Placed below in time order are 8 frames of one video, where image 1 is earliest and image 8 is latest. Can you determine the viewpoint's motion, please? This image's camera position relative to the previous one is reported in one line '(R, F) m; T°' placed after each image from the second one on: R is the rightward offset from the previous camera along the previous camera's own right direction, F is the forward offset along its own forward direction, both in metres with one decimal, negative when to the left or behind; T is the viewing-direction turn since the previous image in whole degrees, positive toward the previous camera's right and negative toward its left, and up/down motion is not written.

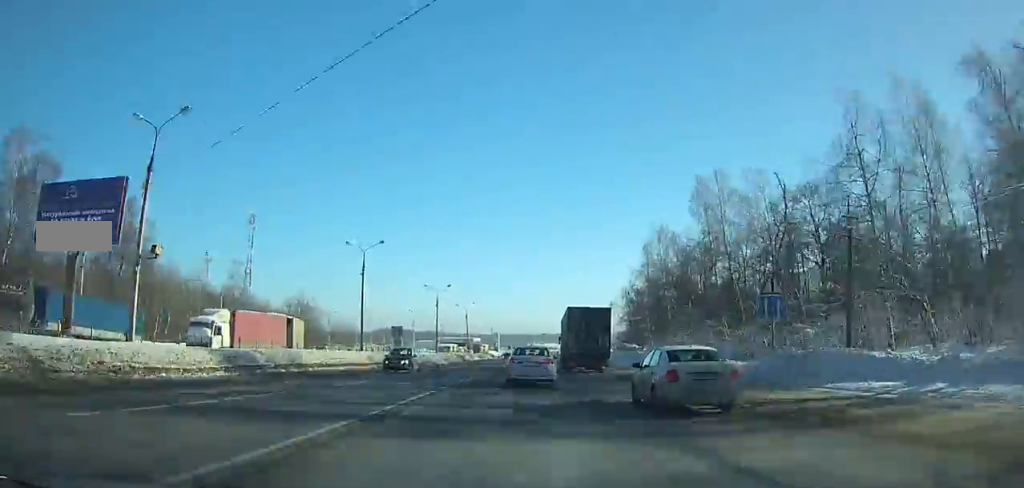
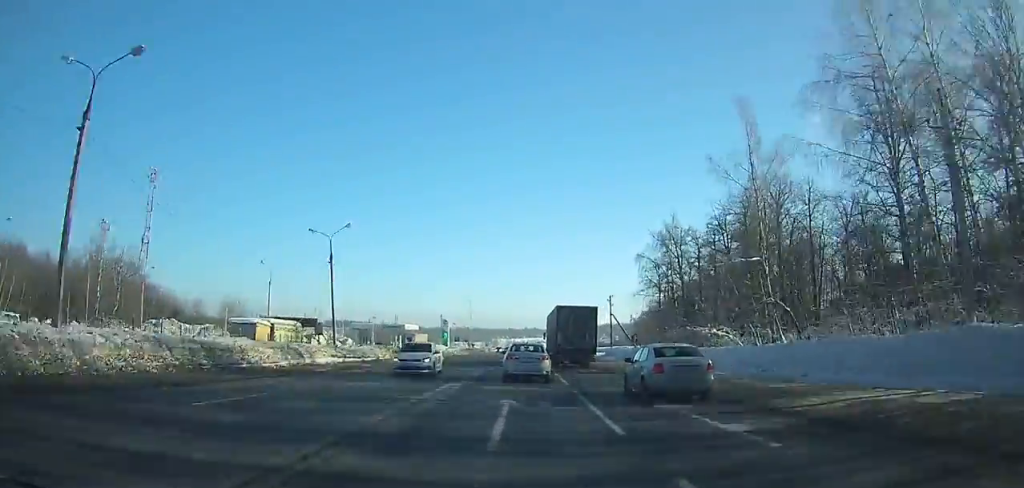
(+2.9, +61.7) m; +2°
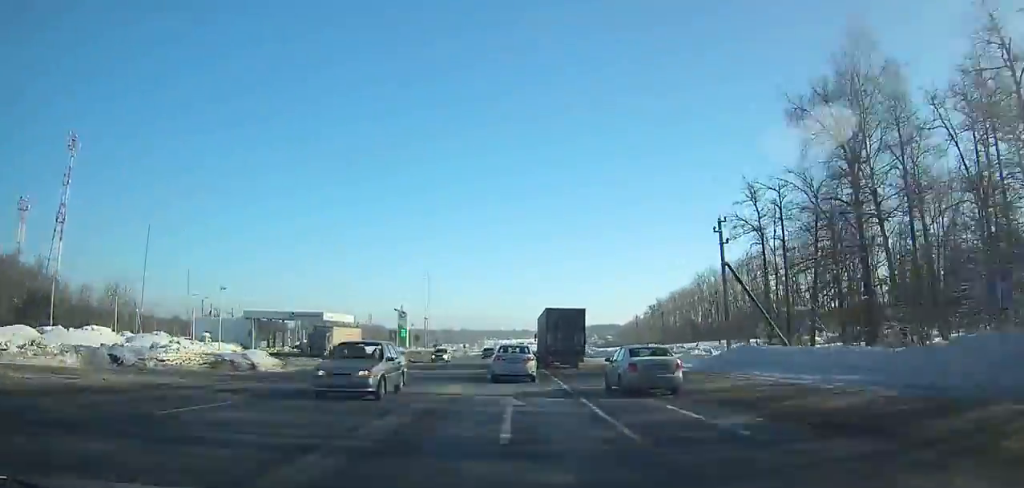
(-0.1, +49.7) m; 0°
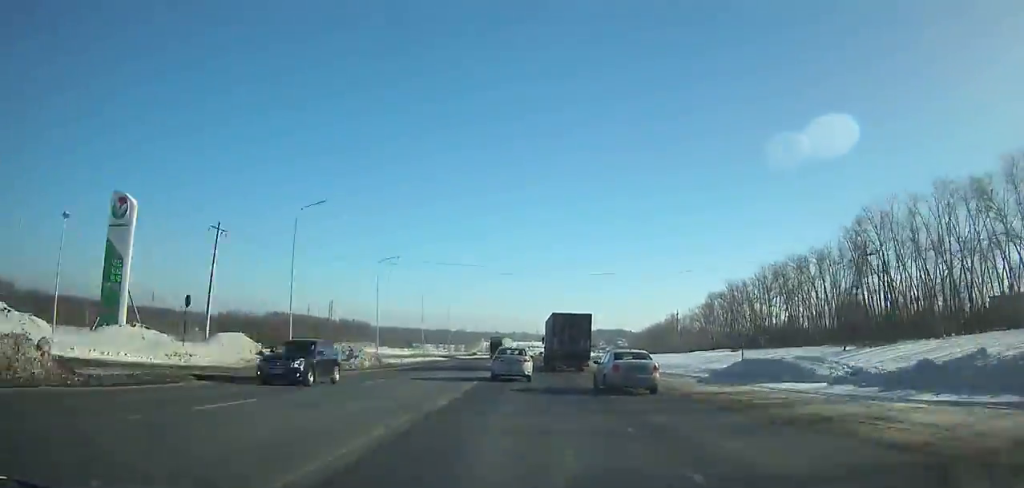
(-0.5, +106.9) m; +2°
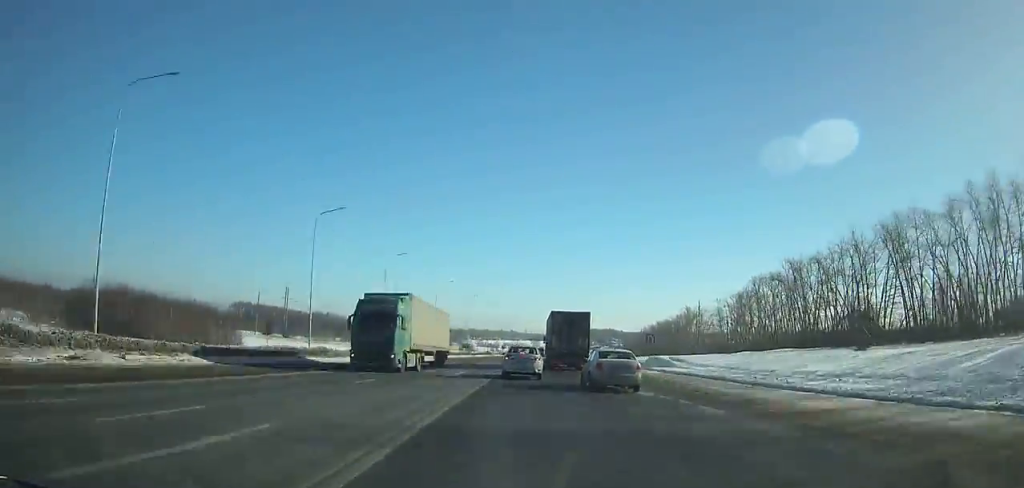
(+1.2, +54.4) m; +2°
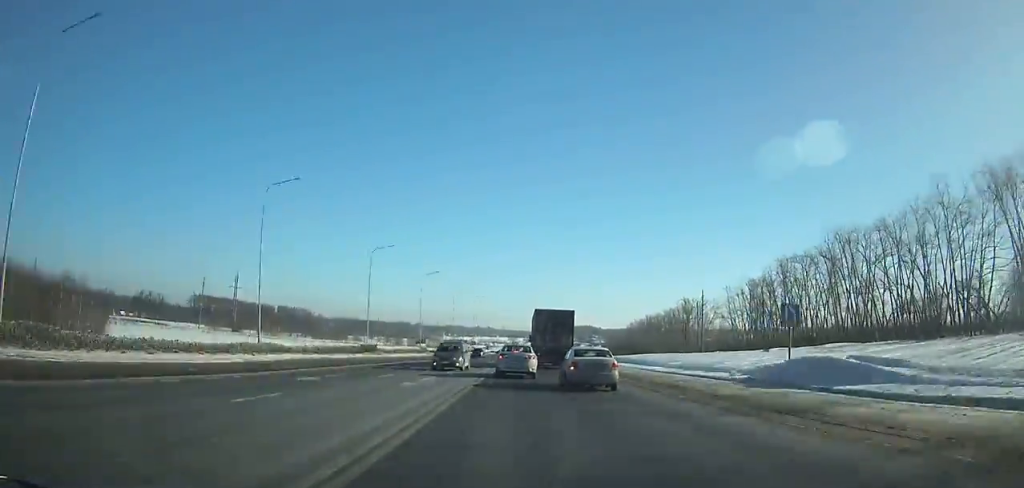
(+0.2, +32.5) m; +1°
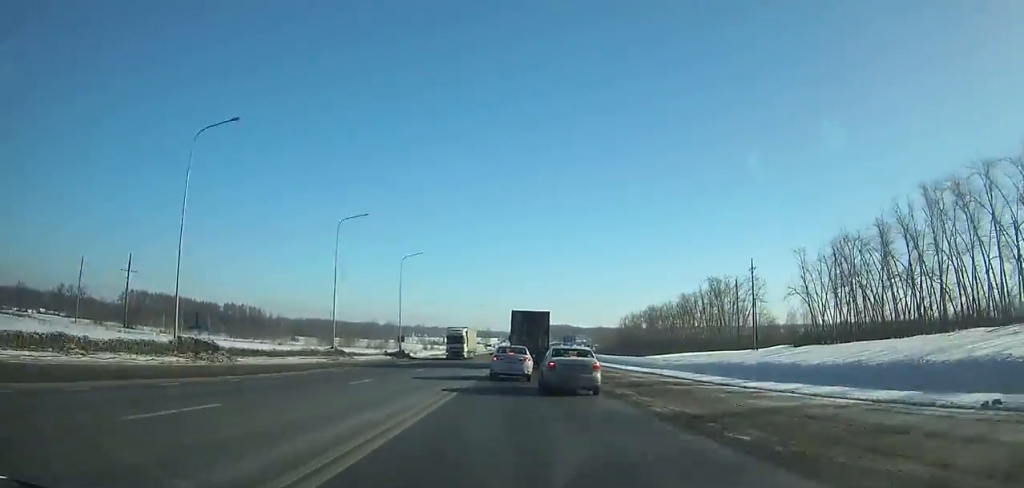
(+1.1, +64.2) m; +1°
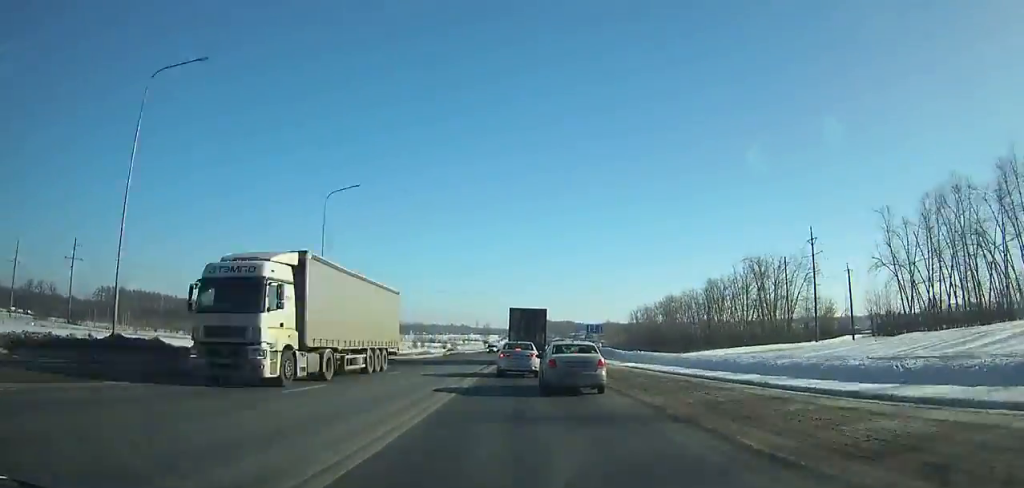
(+0.1, +29.6) m; 0°
